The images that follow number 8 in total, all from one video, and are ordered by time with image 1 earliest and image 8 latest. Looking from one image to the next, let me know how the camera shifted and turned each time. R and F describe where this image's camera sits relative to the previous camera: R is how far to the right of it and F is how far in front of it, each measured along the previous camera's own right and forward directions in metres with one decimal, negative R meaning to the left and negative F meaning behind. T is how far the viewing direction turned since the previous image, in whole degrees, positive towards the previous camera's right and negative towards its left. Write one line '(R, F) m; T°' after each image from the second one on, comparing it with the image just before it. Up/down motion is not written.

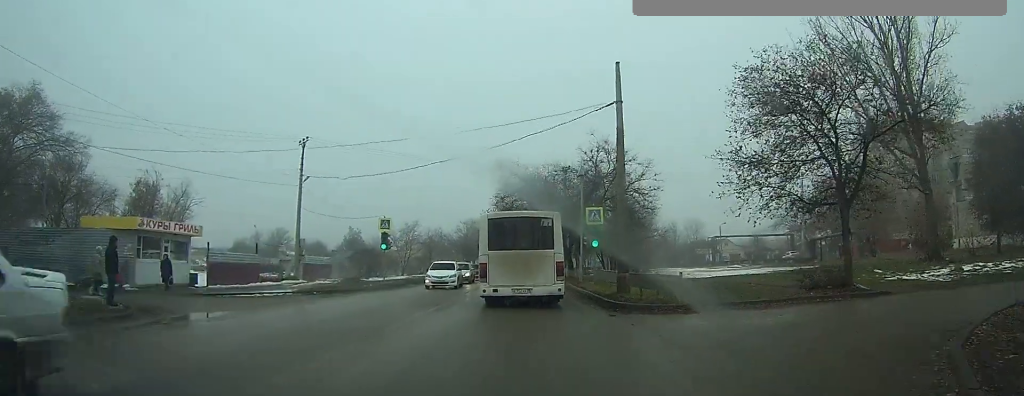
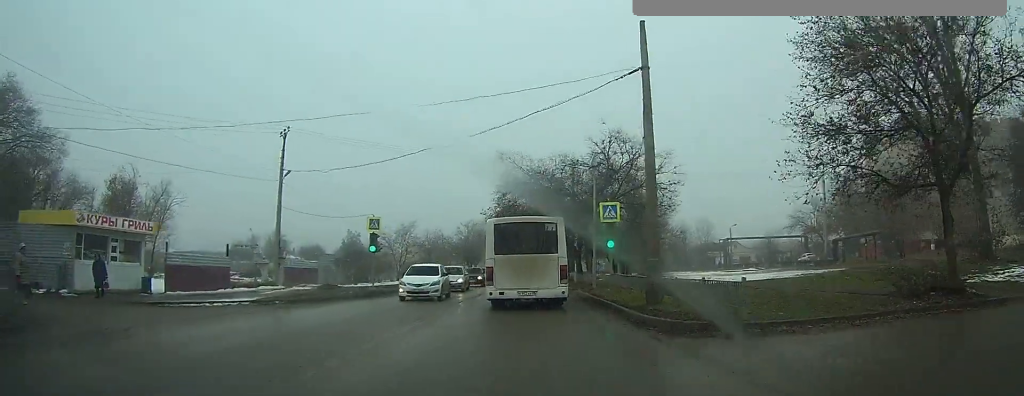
(0.0, +4.8) m; 0°
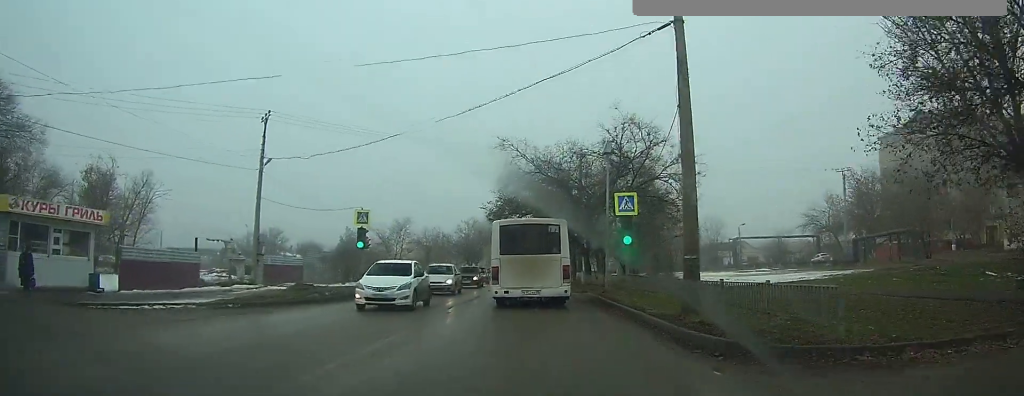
(0.0, +4.0) m; 0°
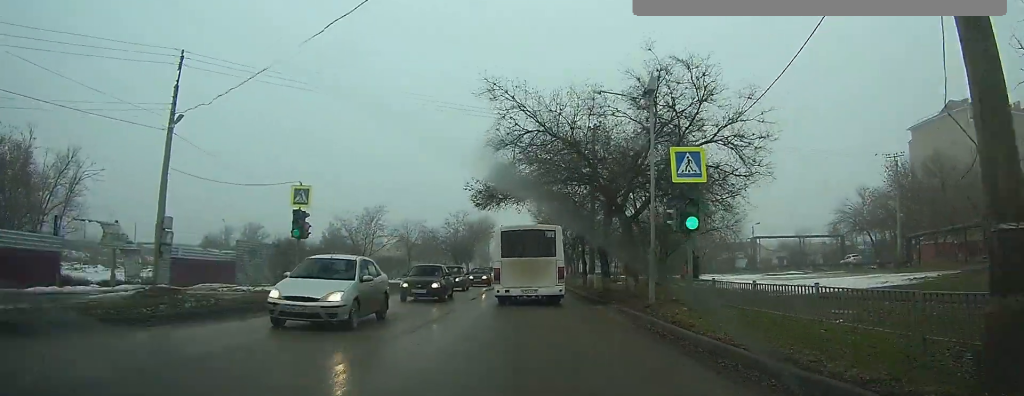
(+0.1, +9.9) m; +1°
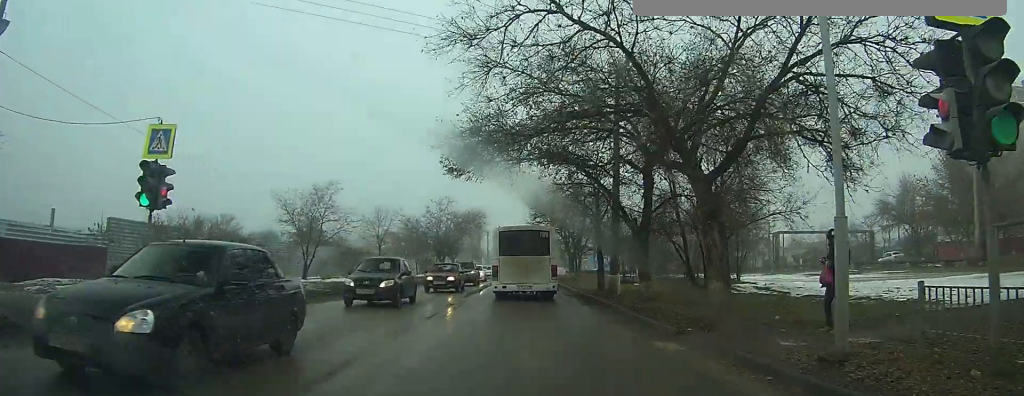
(0.0, +9.6) m; 0°
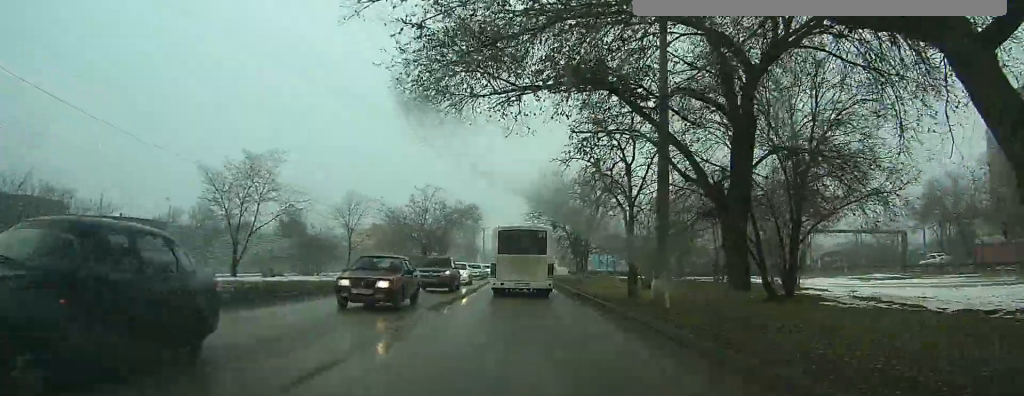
(0.0, +7.9) m; 0°
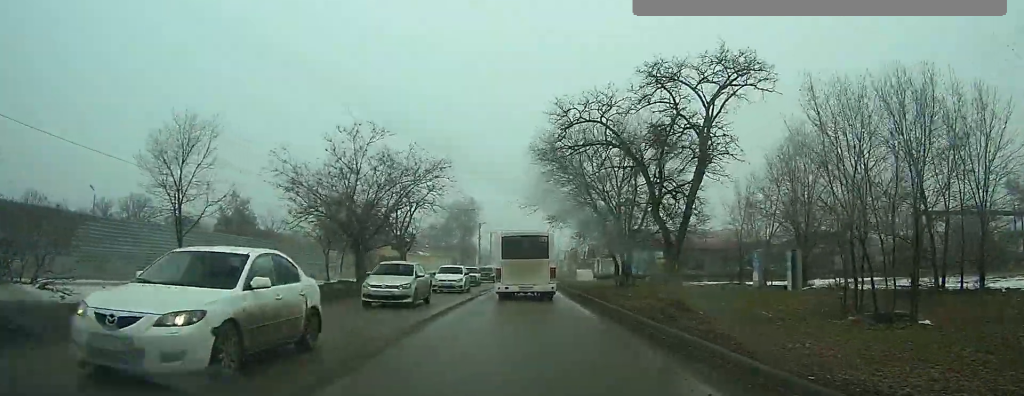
(-0.2, +22.8) m; -1°
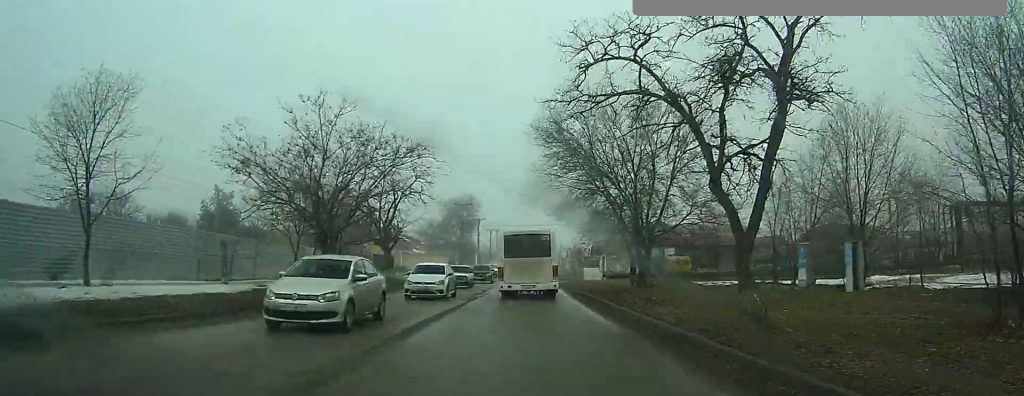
(0.0, +4.7) m; 0°
